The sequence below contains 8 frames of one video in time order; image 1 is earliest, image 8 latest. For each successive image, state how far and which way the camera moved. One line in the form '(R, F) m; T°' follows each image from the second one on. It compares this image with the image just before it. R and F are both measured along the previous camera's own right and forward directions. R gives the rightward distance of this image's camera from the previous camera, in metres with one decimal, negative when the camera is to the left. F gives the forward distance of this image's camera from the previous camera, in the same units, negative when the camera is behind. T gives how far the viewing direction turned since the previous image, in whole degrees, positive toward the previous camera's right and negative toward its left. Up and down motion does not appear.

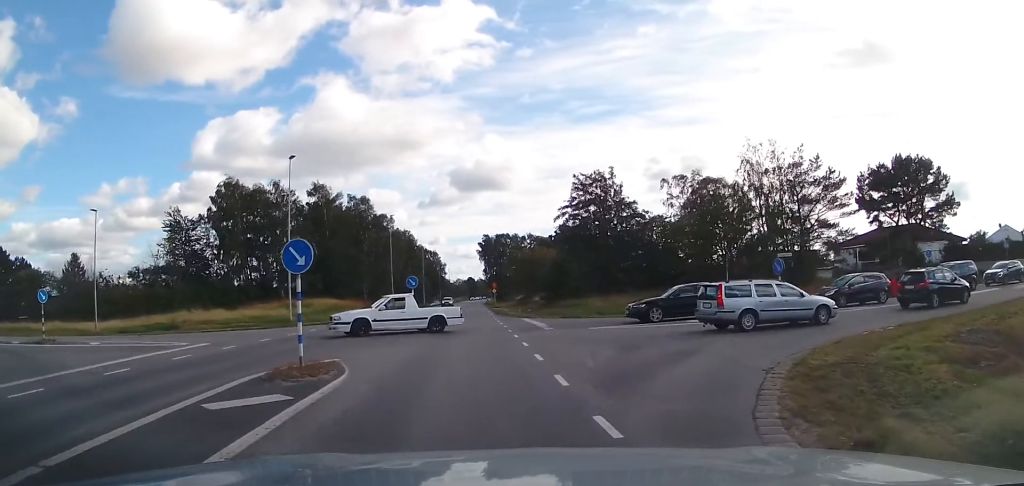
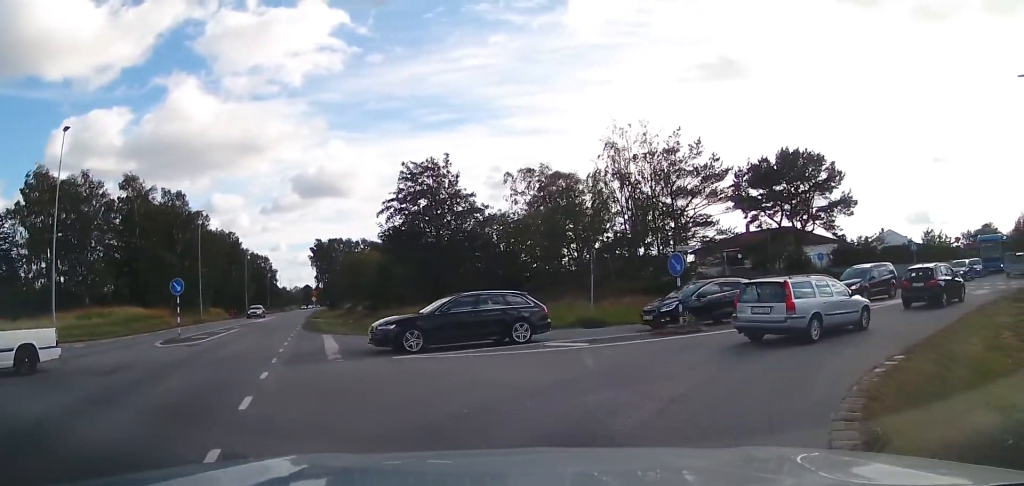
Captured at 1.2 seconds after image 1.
(+0.7, +8.0) m; +13°
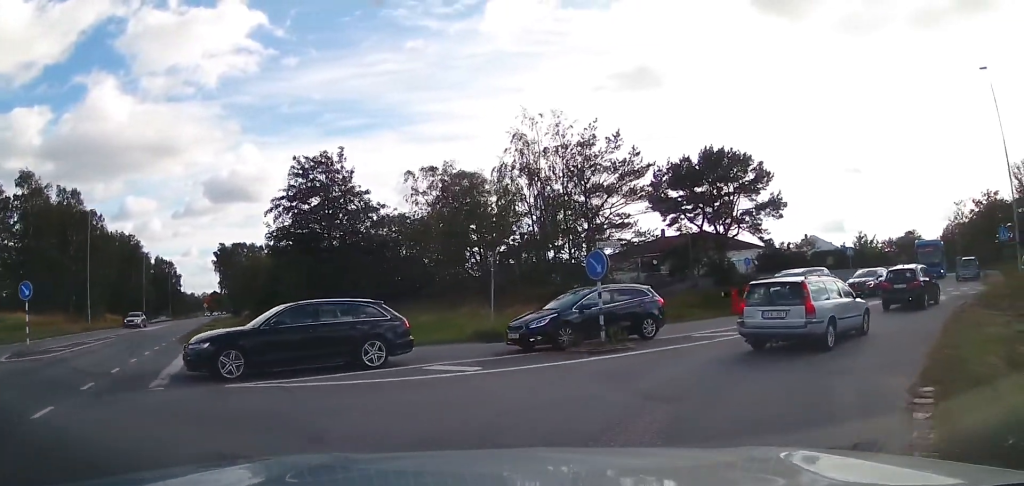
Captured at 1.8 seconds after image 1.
(+0.4, +3.6) m; +9°
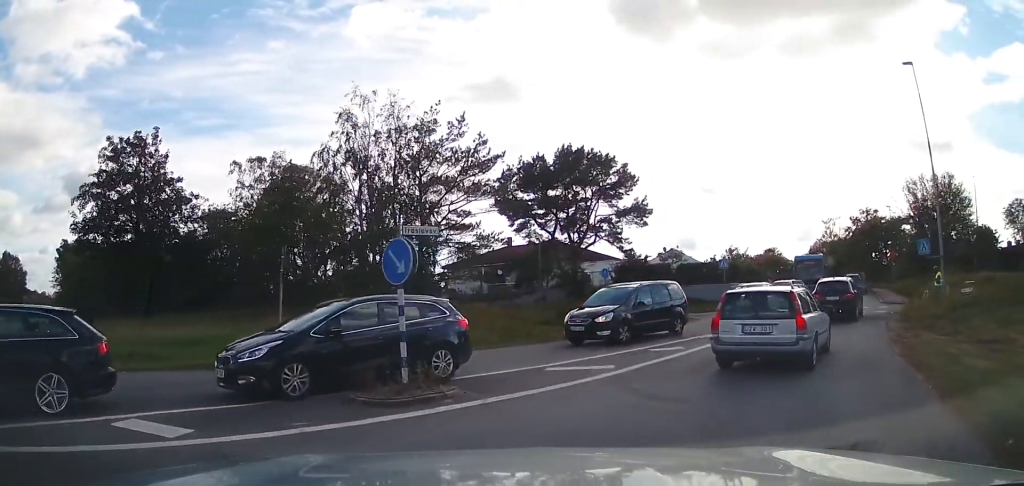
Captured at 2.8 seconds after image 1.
(+0.7, +5.3) m; +14°
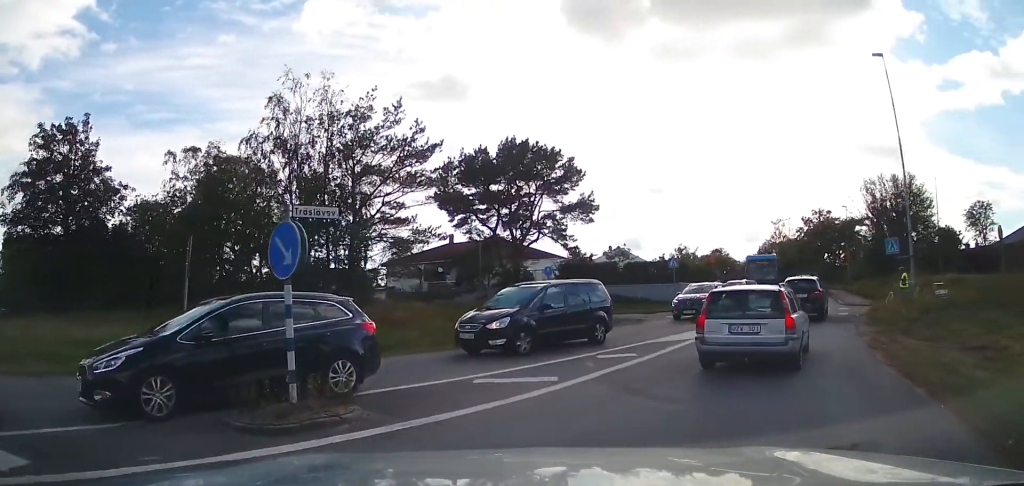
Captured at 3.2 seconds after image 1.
(0.0, +2.0) m; +6°
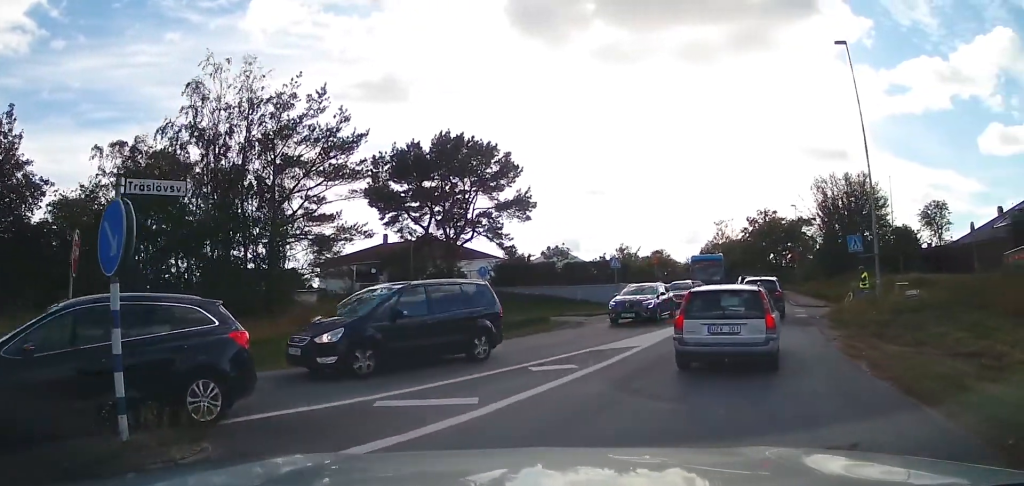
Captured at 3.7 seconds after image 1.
(+0.2, +2.2) m; +9°
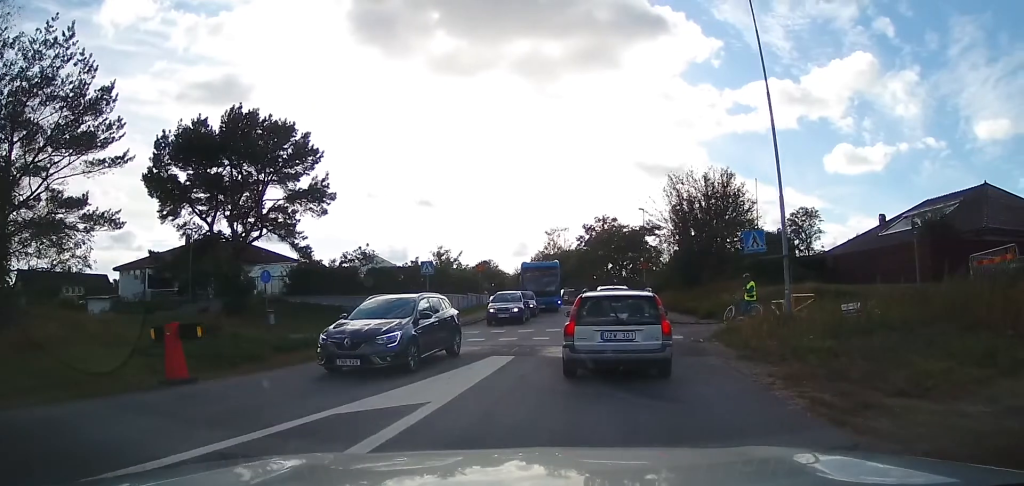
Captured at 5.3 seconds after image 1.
(+1.8, +6.9) m; +23°
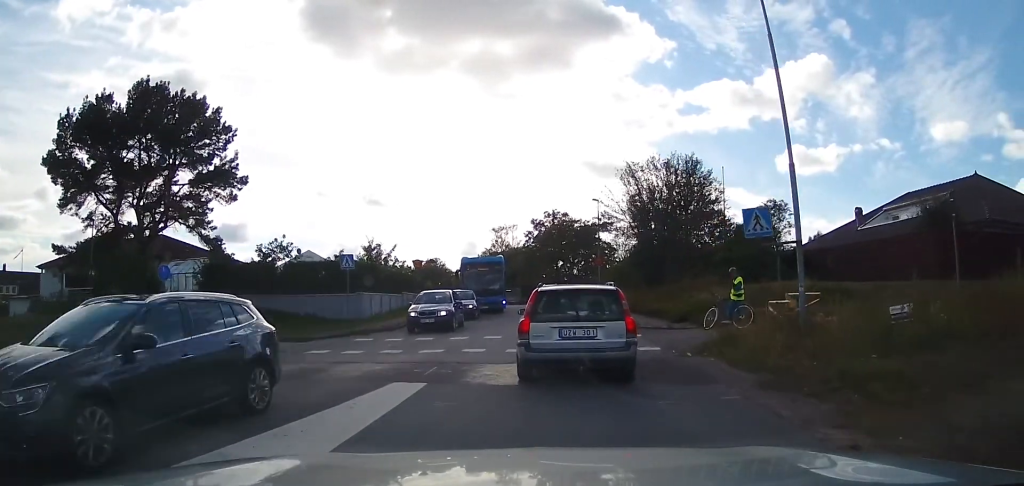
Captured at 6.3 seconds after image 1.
(+0.1, +4.3) m; -3°
